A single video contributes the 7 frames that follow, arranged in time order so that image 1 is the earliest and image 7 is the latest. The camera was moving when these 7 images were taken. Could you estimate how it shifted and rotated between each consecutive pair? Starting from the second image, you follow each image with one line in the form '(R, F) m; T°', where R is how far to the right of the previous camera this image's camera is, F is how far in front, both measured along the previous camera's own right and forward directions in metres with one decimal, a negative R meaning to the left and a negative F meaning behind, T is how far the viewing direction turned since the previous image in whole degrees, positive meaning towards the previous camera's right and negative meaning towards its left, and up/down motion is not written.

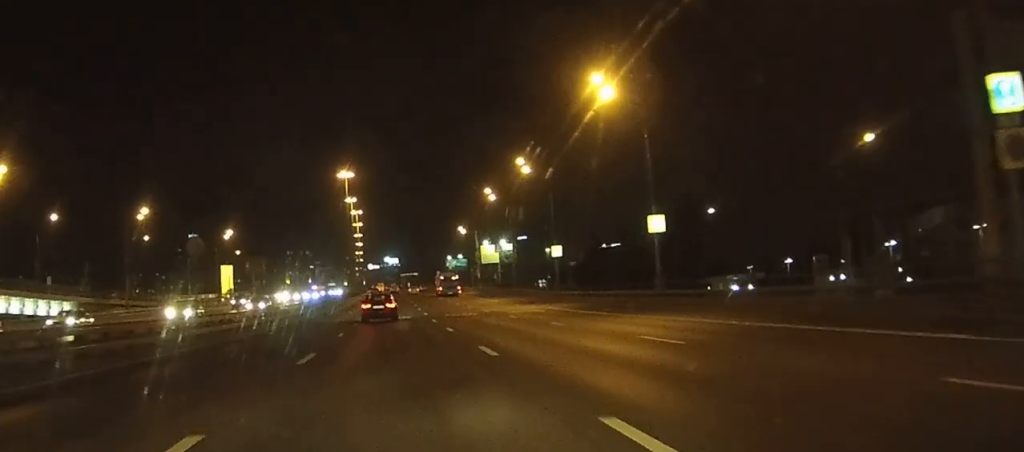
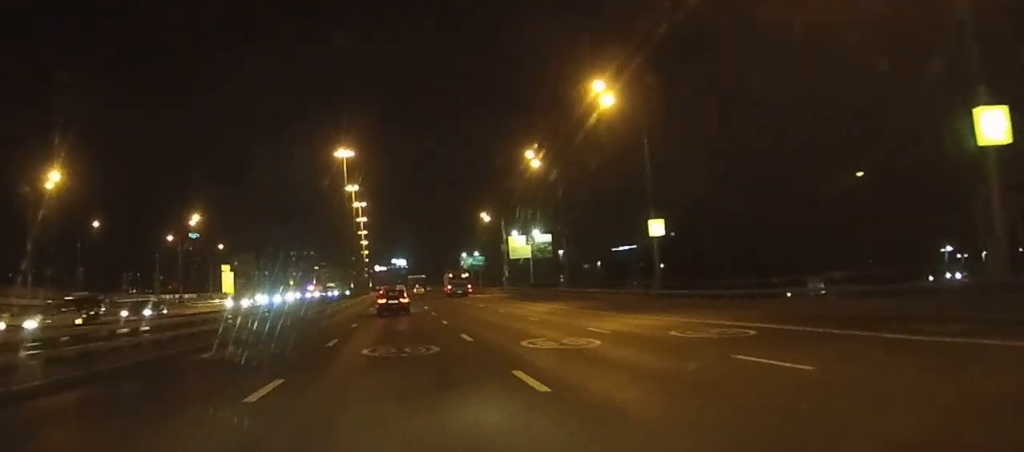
(0.0, +28.2) m; +1°
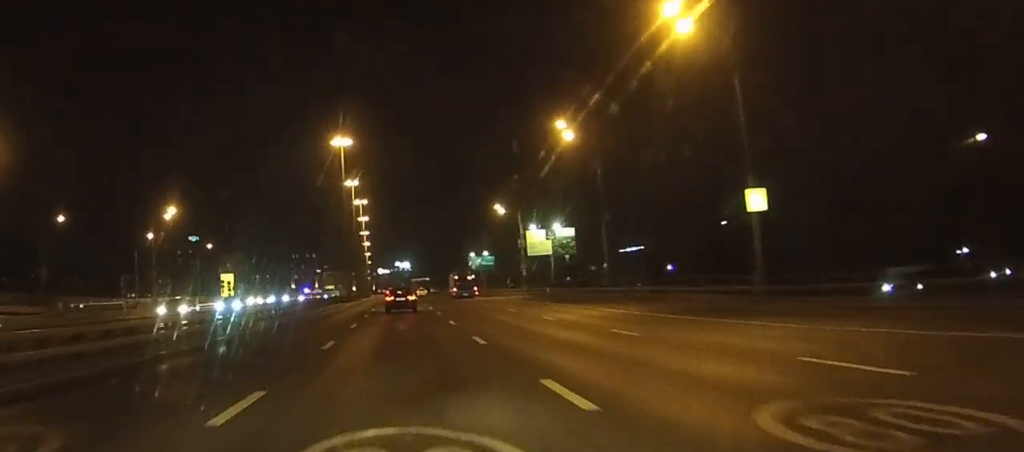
(+0.1, +13.2) m; 0°
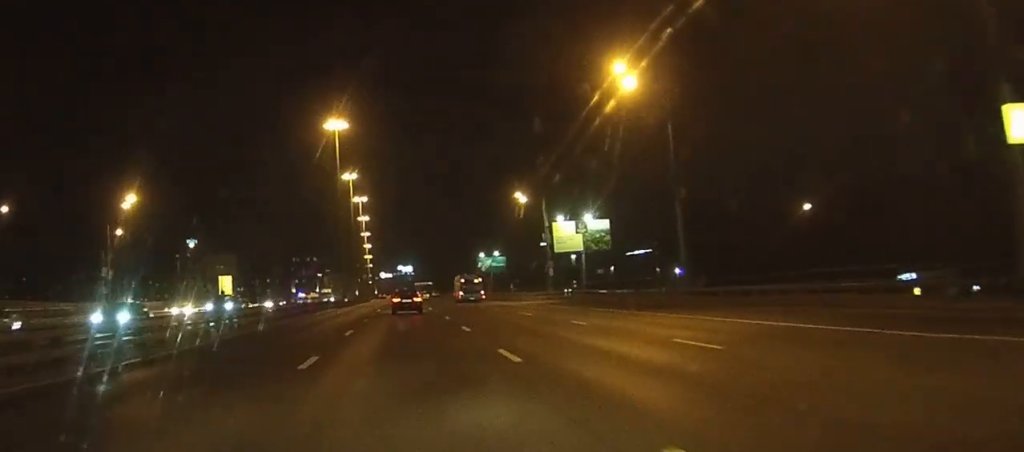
(+0.1, +15.7) m; 0°
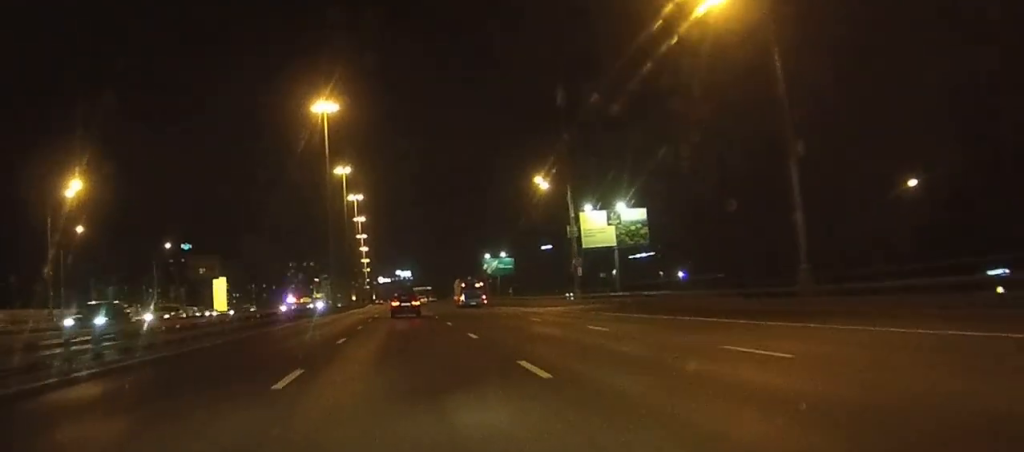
(-0.1, +13.7) m; 0°
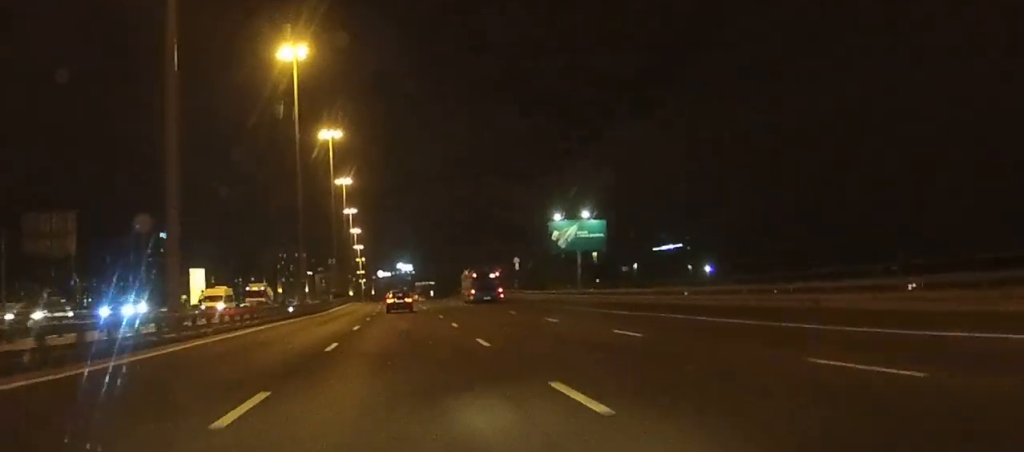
(-0.4, +82.3) m; 0°
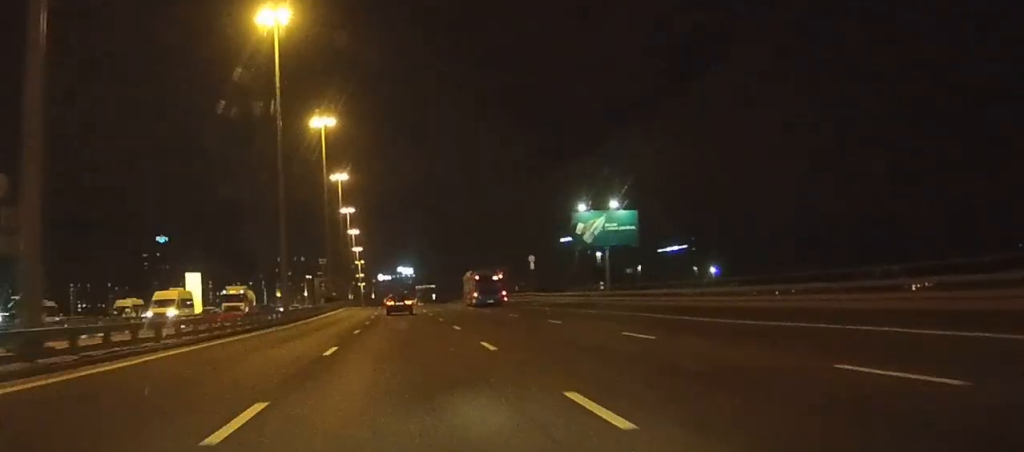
(0.0, +13.1) m; 0°
